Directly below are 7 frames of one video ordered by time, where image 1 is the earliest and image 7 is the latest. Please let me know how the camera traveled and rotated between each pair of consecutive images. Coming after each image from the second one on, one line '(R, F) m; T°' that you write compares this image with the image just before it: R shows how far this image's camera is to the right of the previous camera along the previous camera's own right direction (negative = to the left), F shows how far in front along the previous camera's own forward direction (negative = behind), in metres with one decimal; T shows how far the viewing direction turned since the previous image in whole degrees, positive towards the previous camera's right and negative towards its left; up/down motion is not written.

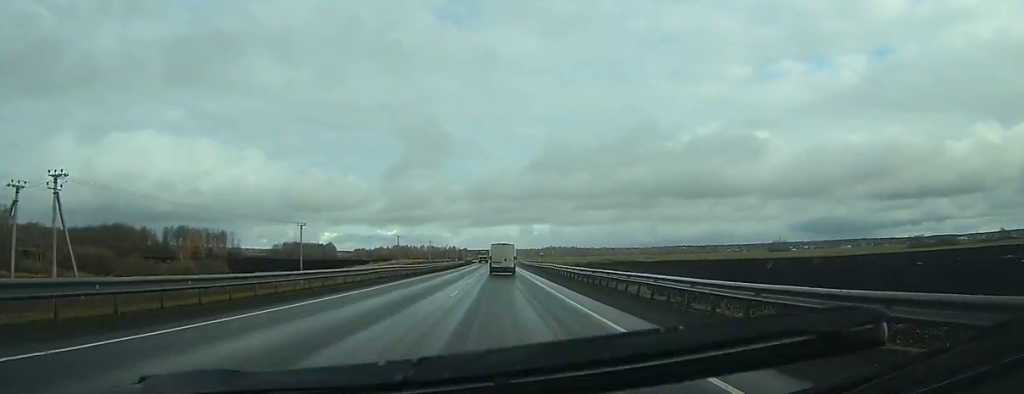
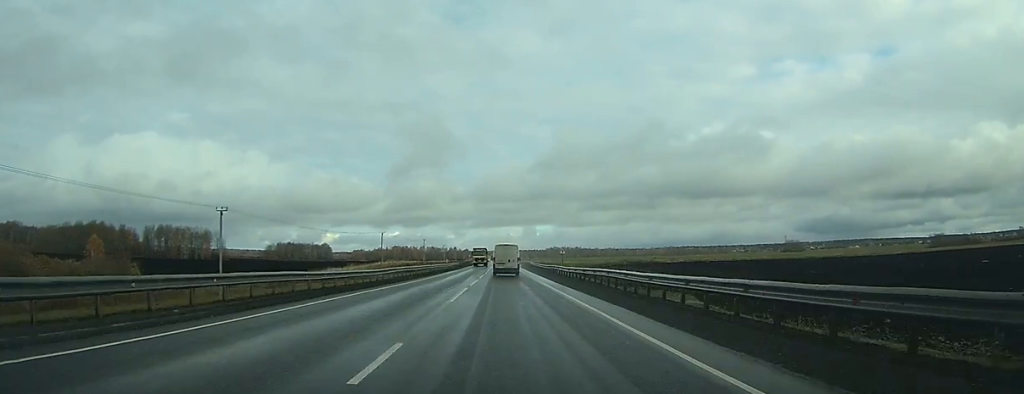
(0.0, +27.5) m; 0°
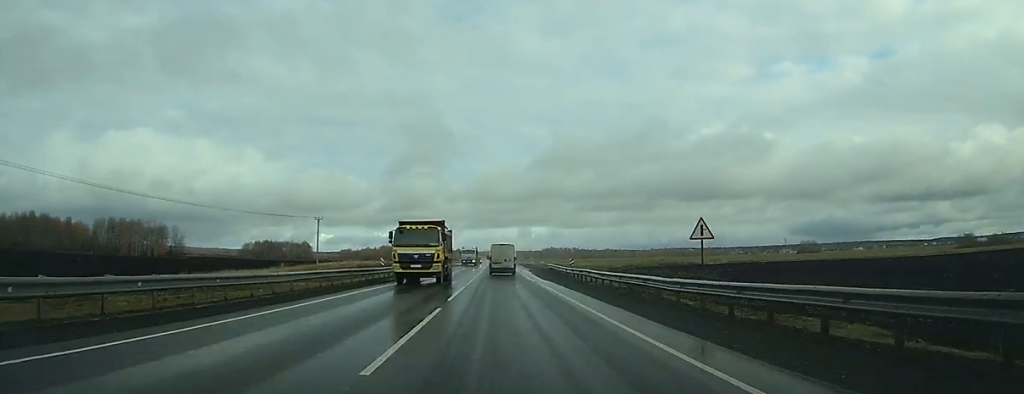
(+0.2, +47.0) m; 0°
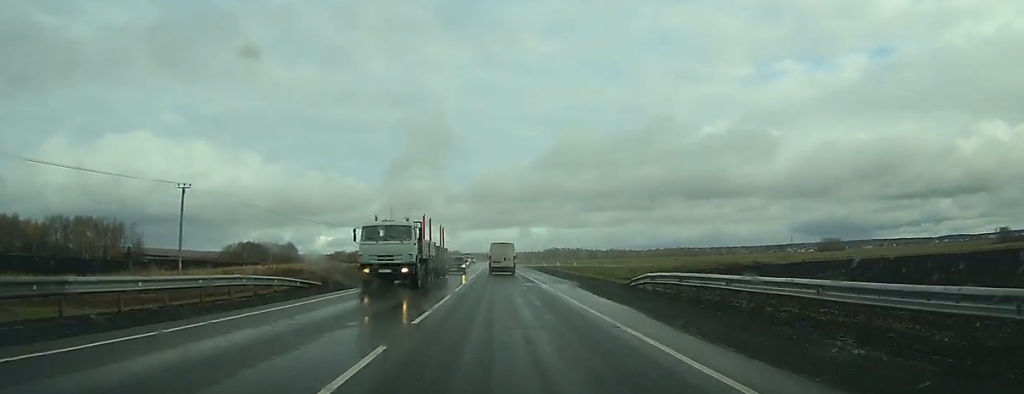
(+0.2, +40.9) m; 0°
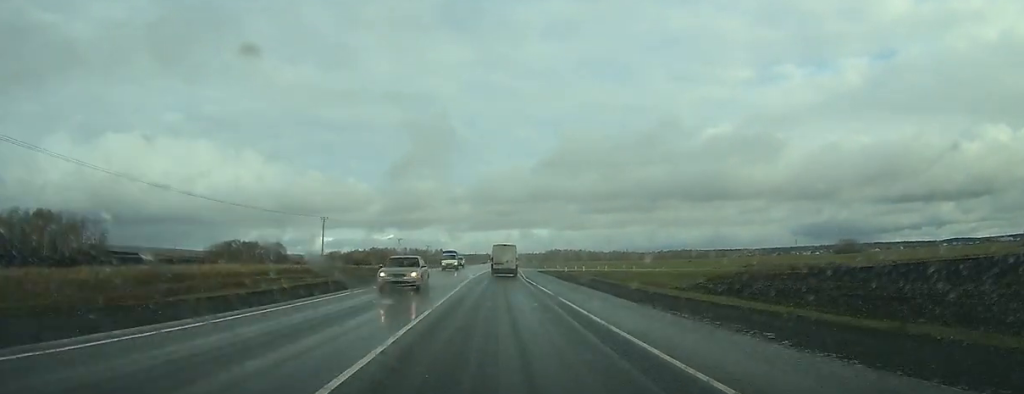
(-0.2, +30.0) m; 0°
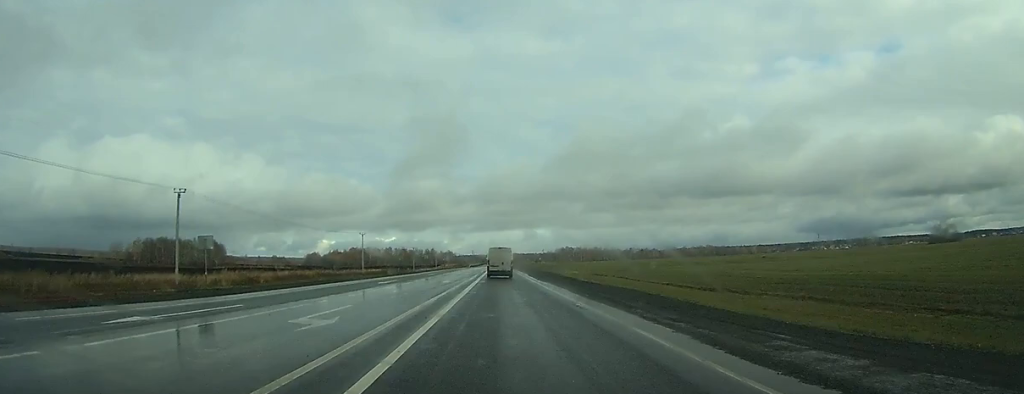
(+1.4, +129.4) m; +4°
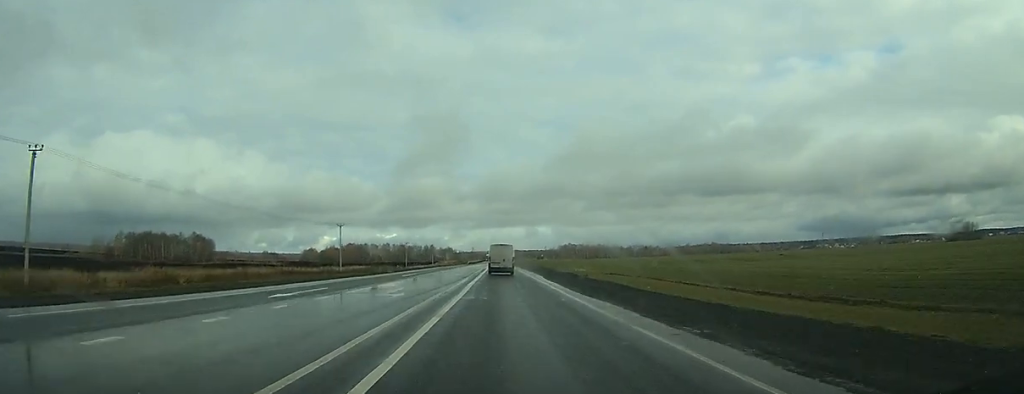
(-1.1, +20.2) m; +3°
